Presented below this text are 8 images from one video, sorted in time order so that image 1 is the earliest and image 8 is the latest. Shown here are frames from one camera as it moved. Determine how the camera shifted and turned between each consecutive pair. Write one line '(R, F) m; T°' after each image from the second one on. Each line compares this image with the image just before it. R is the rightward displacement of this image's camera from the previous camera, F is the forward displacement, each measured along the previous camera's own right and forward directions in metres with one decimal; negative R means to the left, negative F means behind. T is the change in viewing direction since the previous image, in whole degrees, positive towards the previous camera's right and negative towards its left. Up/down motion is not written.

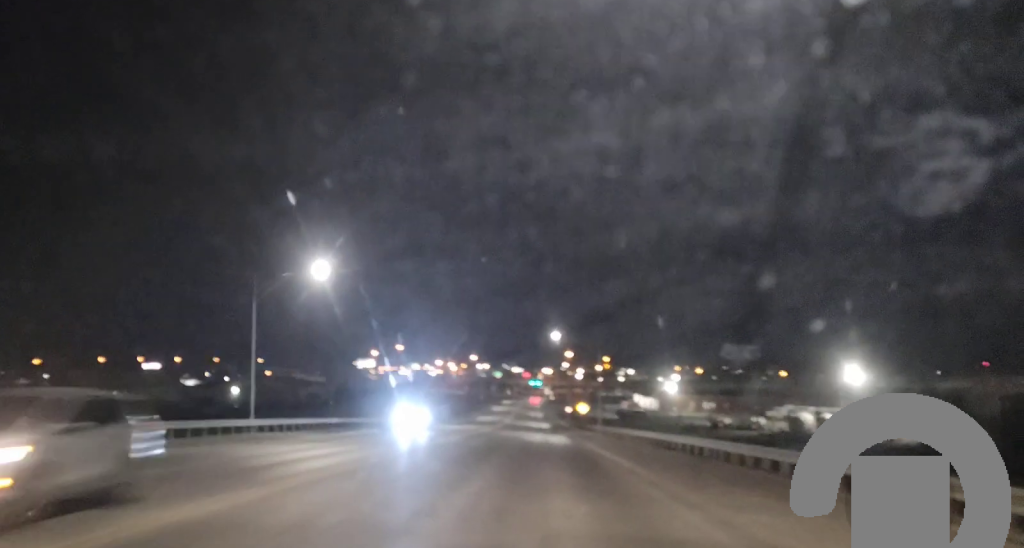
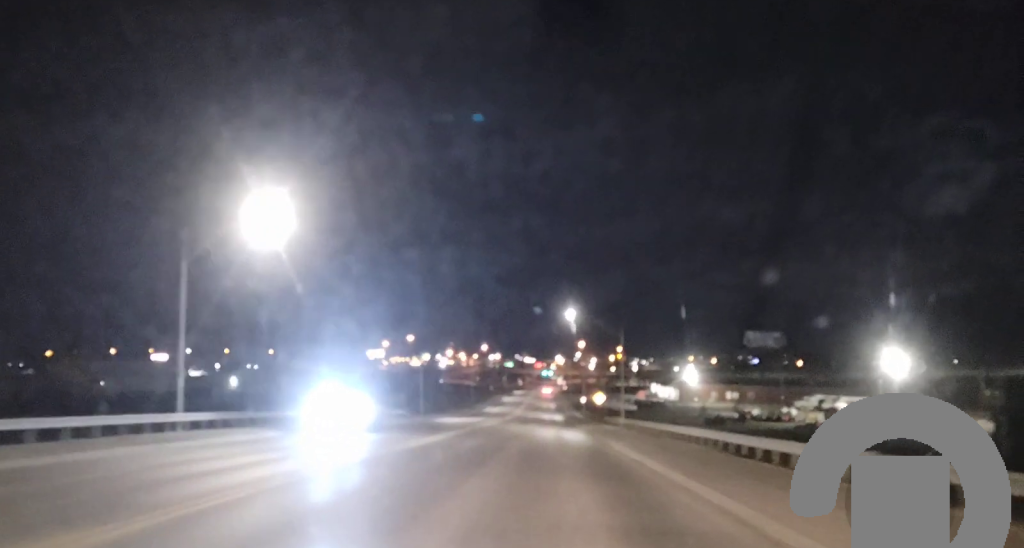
(+0.1, +12.1) m; 0°
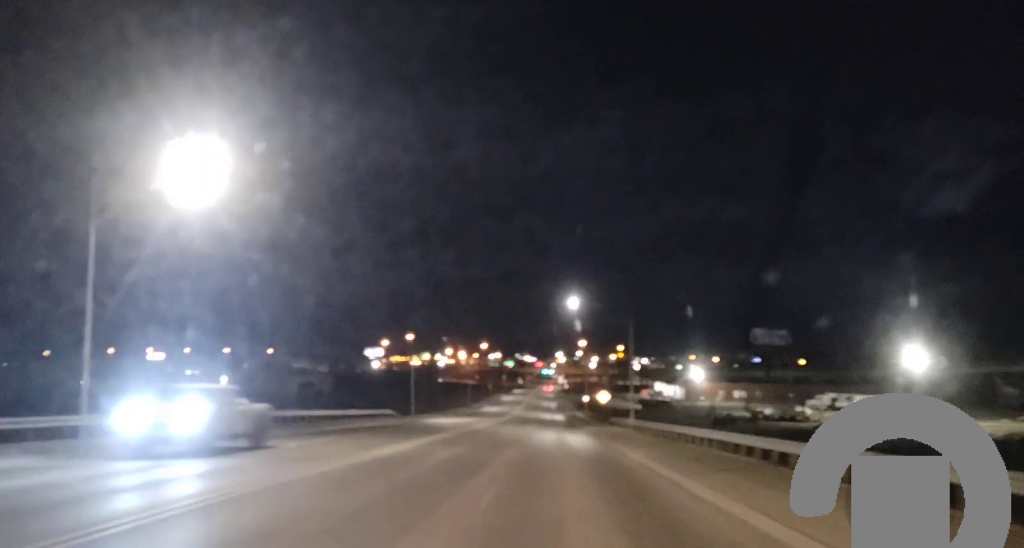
(-0.1, +7.3) m; 0°
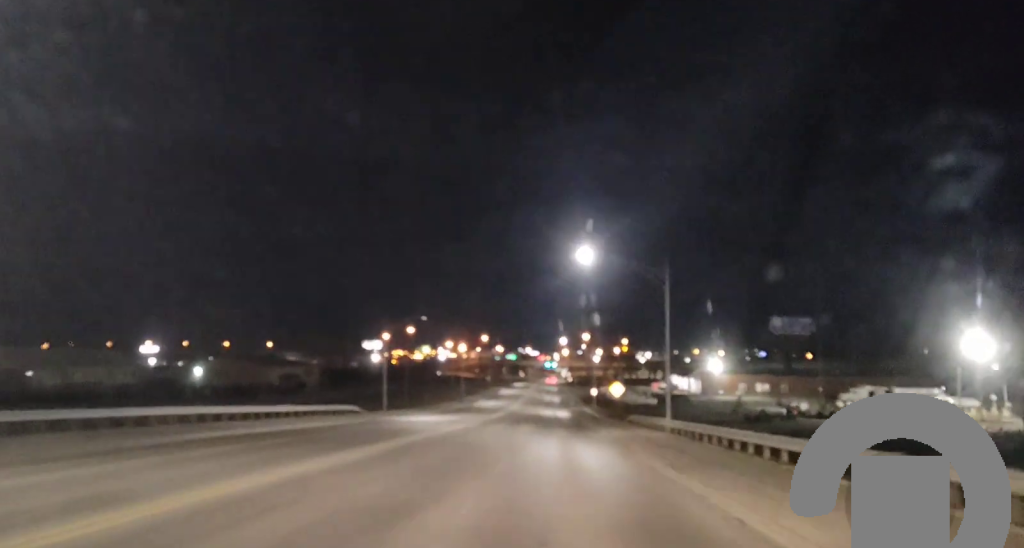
(+0.1, +18.8) m; 0°
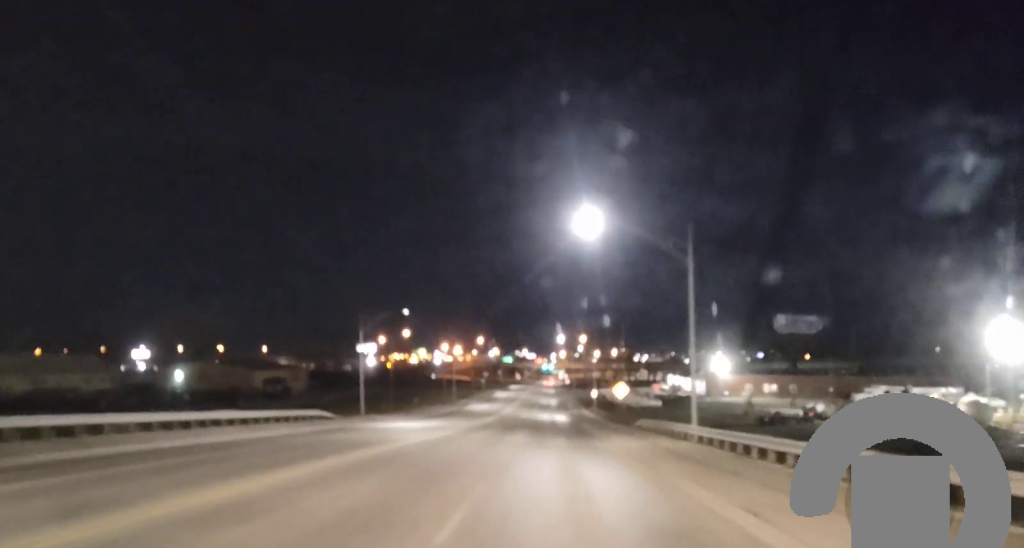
(0.0, +9.0) m; 0°
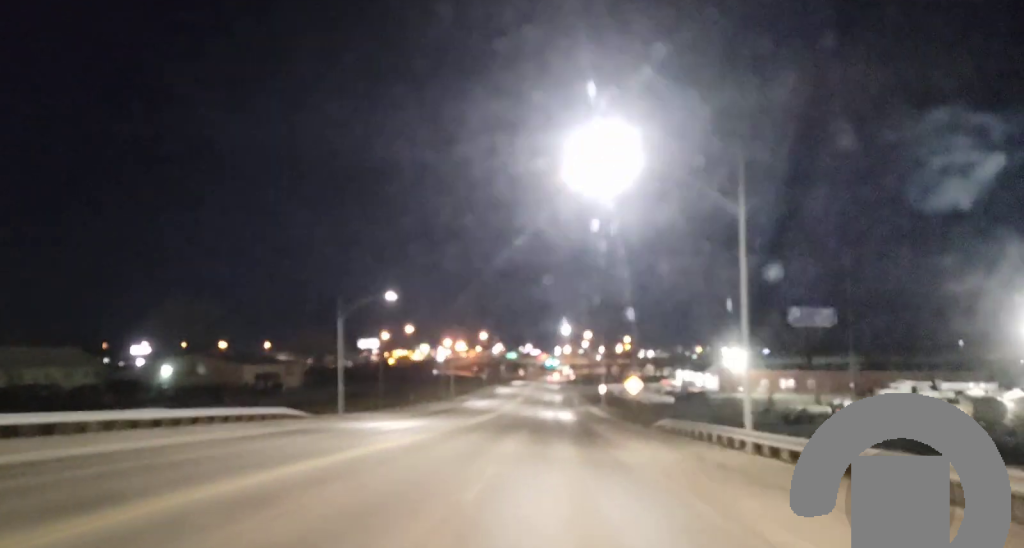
(0.0, +9.0) m; 0°
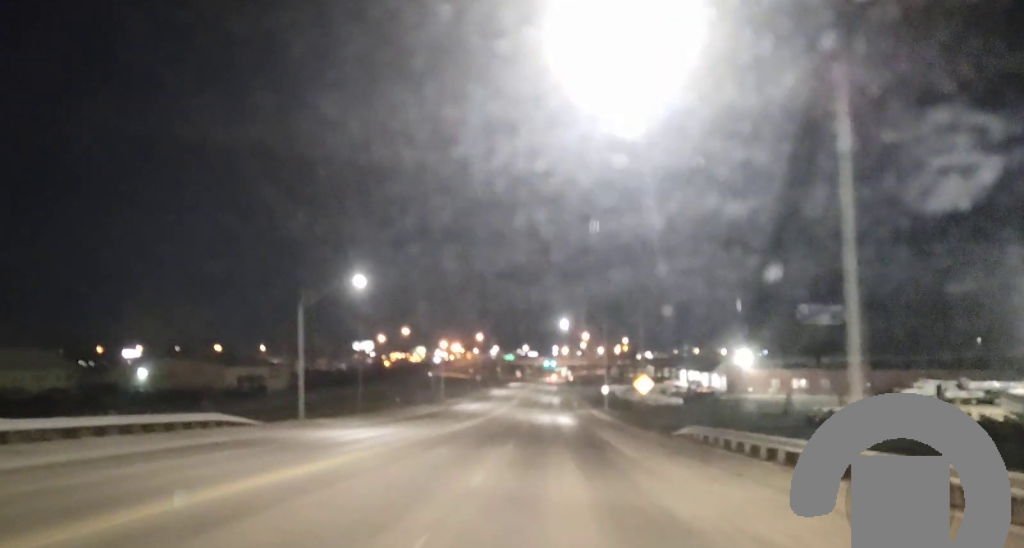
(0.0, +9.1) m; 0°
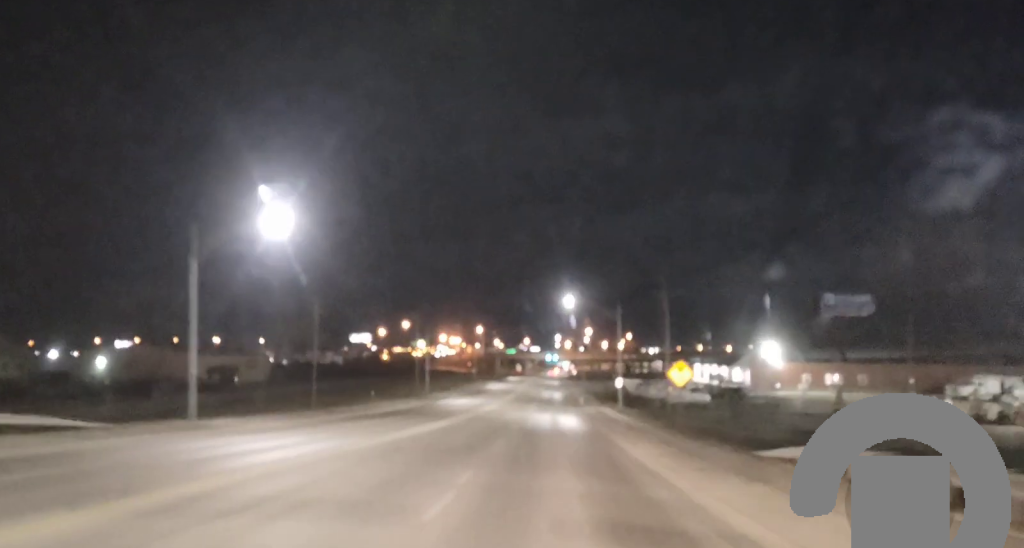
(+0.1, +16.8) m; 0°
